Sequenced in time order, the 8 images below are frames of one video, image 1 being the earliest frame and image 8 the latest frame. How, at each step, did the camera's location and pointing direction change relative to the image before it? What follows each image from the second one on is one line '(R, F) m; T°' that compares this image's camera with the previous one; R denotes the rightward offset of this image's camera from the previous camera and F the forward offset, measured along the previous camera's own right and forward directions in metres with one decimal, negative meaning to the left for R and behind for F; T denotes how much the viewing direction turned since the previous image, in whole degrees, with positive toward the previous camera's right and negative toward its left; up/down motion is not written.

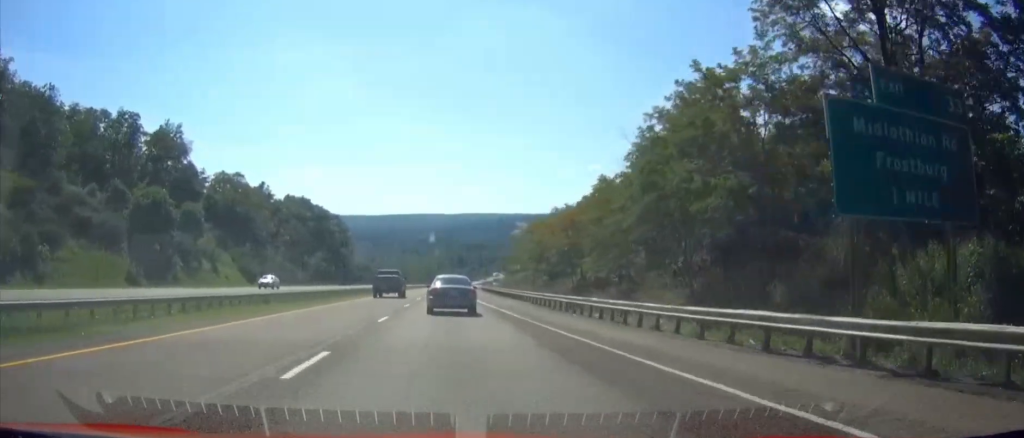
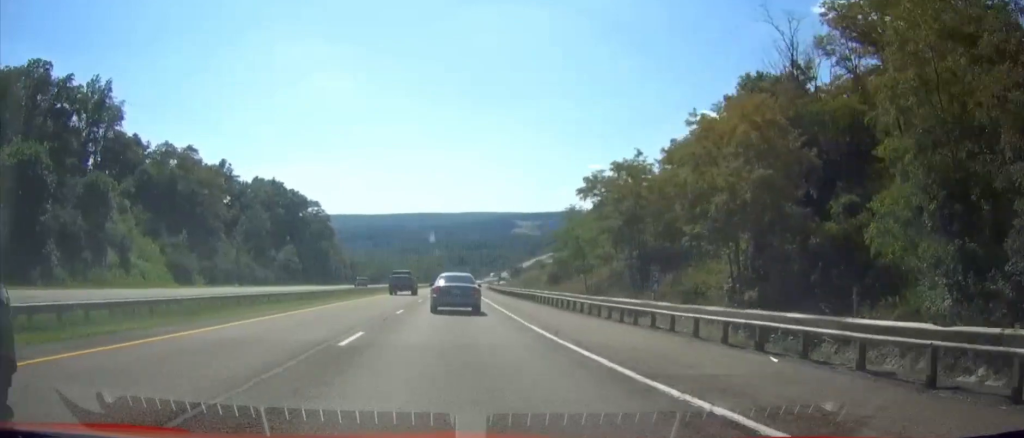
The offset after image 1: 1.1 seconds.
(0.0, +35.1) m; 0°
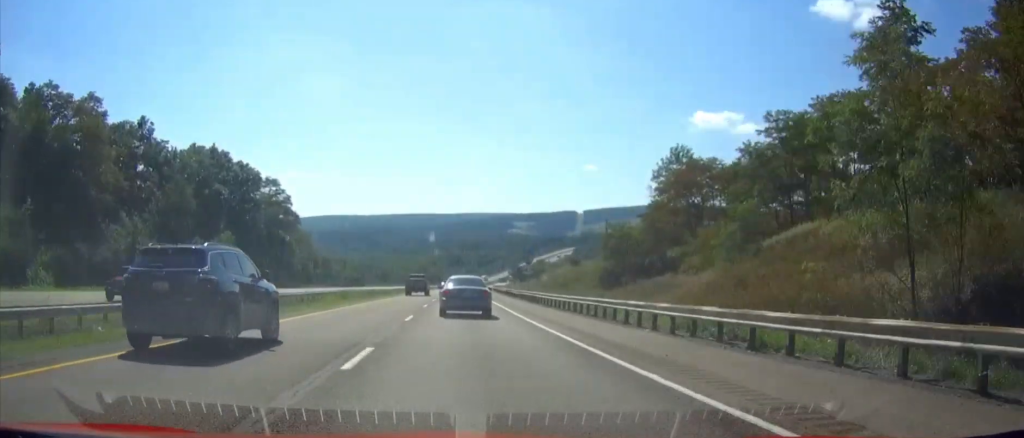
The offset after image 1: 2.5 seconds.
(0.0, +43.6) m; 0°
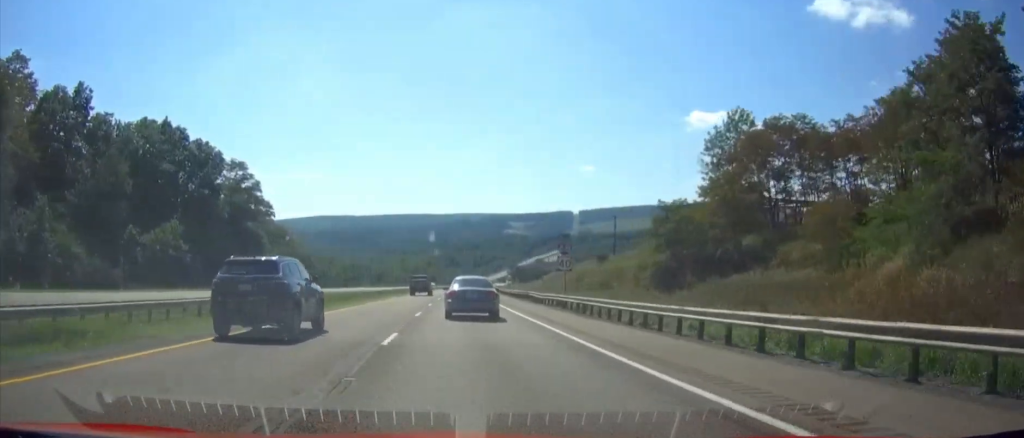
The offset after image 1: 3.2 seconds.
(0.0, +21.9) m; 0°
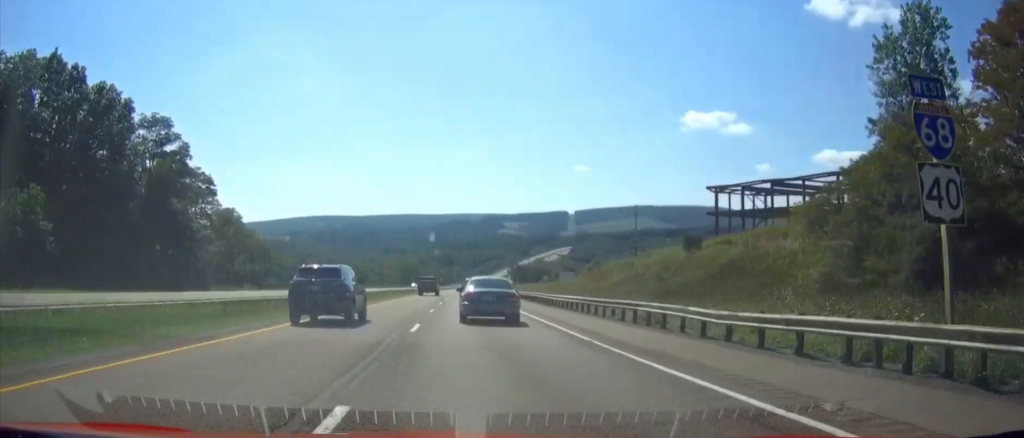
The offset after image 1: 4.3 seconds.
(0.0, +34.4) m; 0°
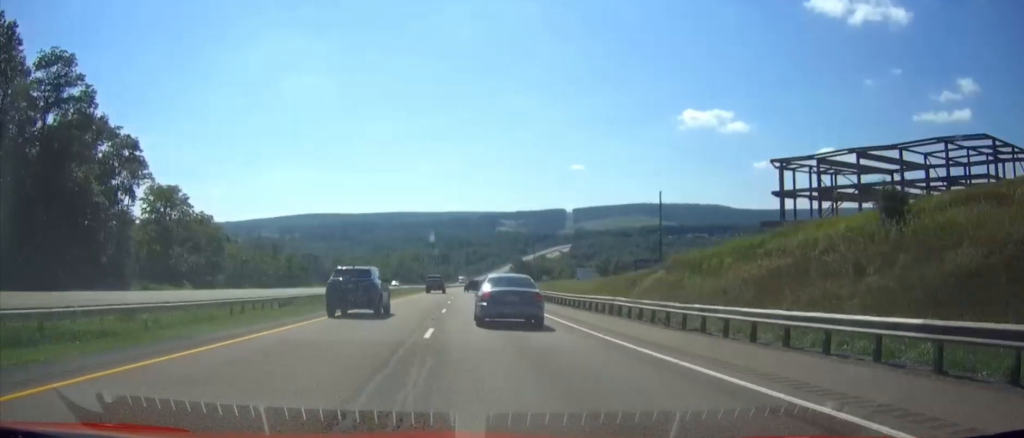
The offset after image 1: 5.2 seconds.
(0.0, +27.2) m; 0°
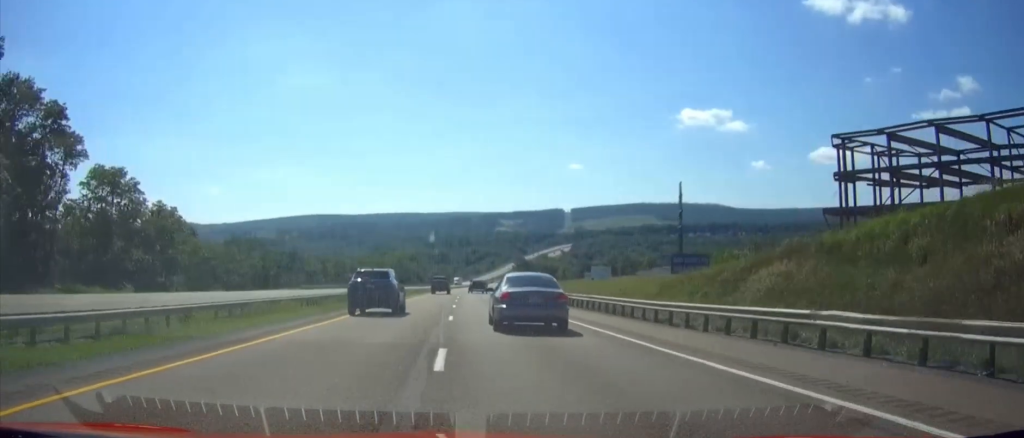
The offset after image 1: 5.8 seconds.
(0.0, +17.8) m; 0°
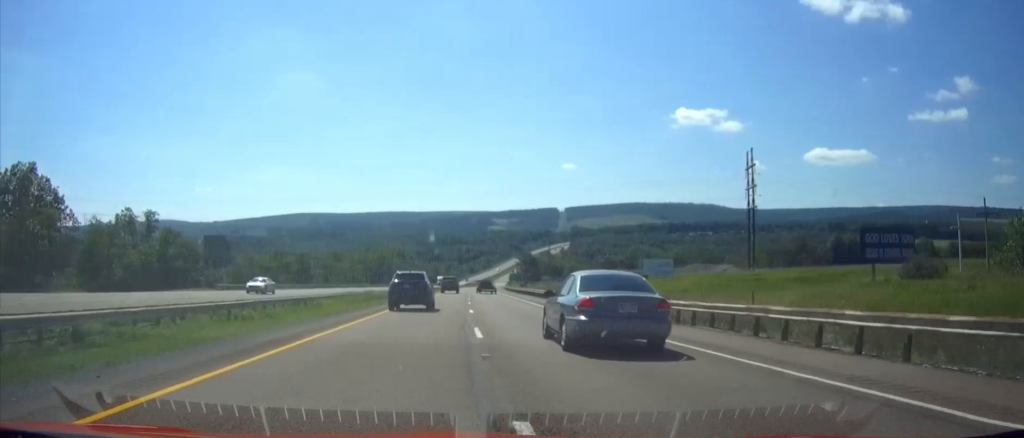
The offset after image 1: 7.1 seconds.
(0.0, +43.0) m; 0°
